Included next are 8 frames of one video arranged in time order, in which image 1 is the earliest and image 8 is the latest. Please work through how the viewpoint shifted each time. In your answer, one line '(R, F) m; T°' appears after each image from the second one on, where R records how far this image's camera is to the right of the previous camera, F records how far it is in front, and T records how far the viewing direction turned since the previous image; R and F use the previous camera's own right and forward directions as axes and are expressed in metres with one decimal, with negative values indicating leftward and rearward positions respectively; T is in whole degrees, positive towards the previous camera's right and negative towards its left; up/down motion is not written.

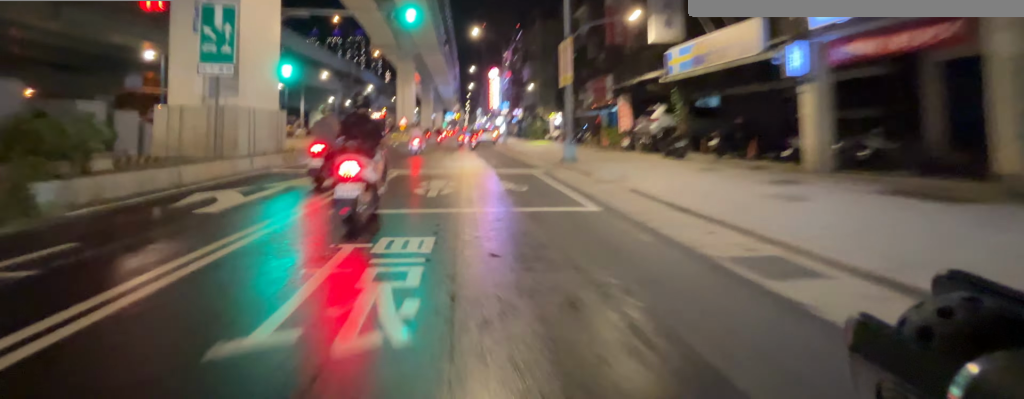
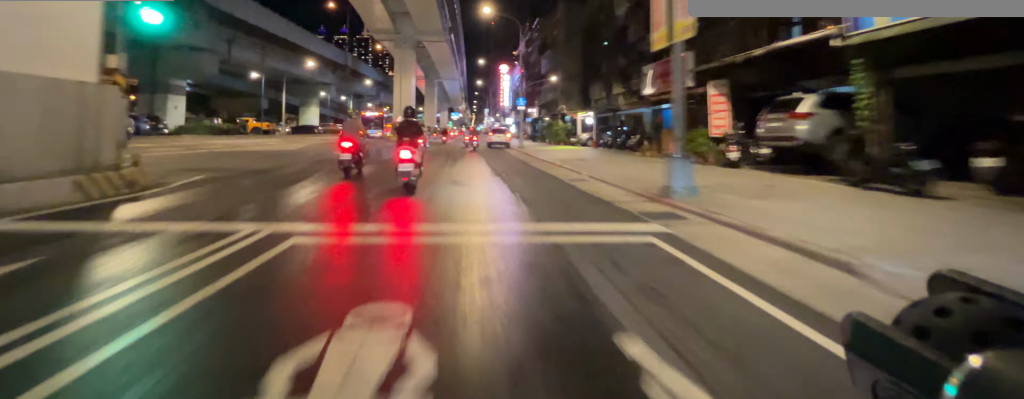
(+0.4, +9.4) m; +1°
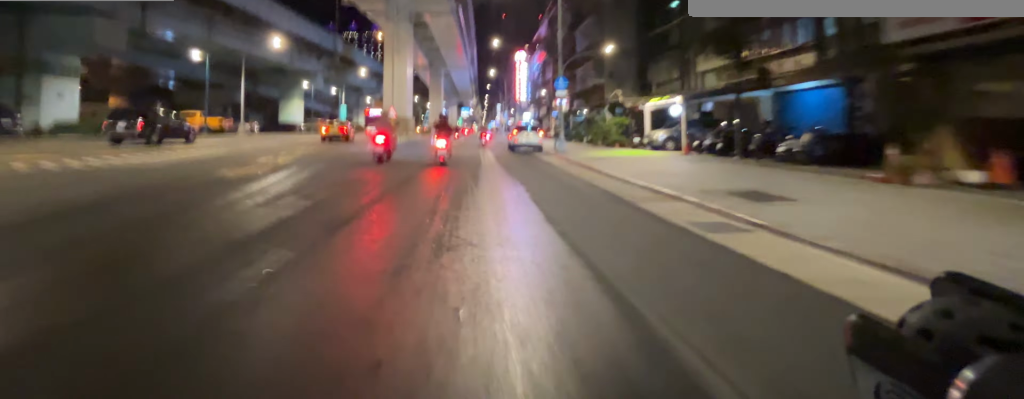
(-0.2, +13.7) m; -4°
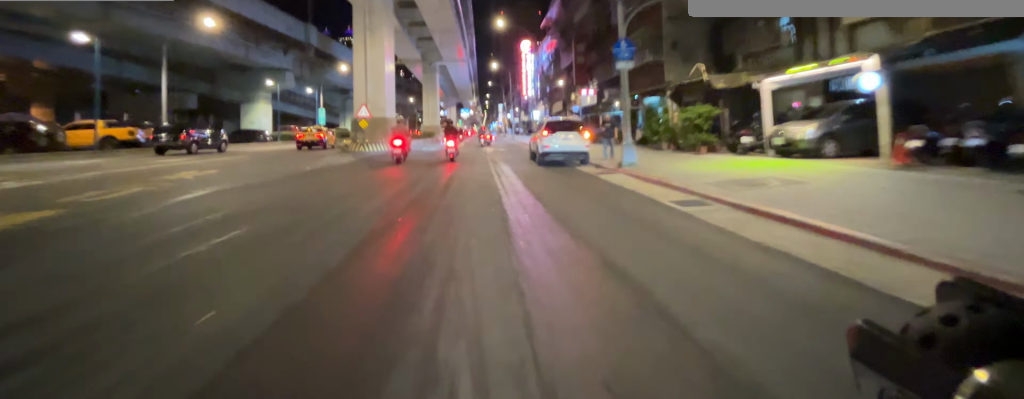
(-0.4, +10.9) m; -2°
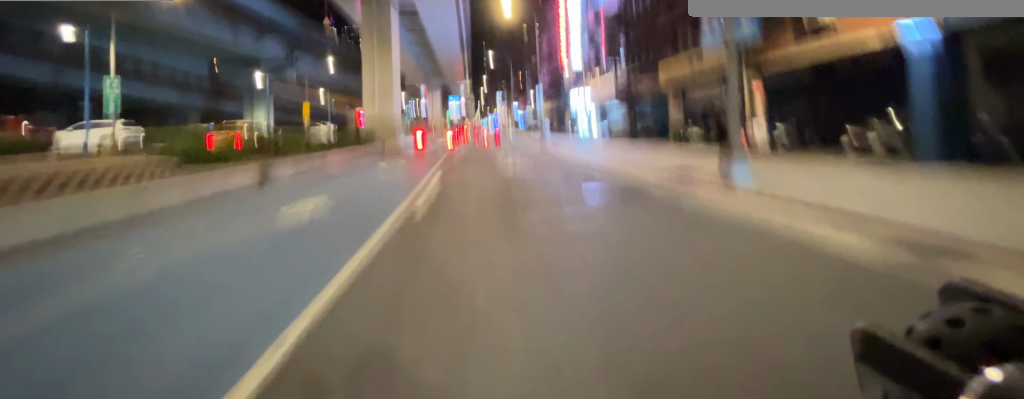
(+0.3, +32.6) m; +1°
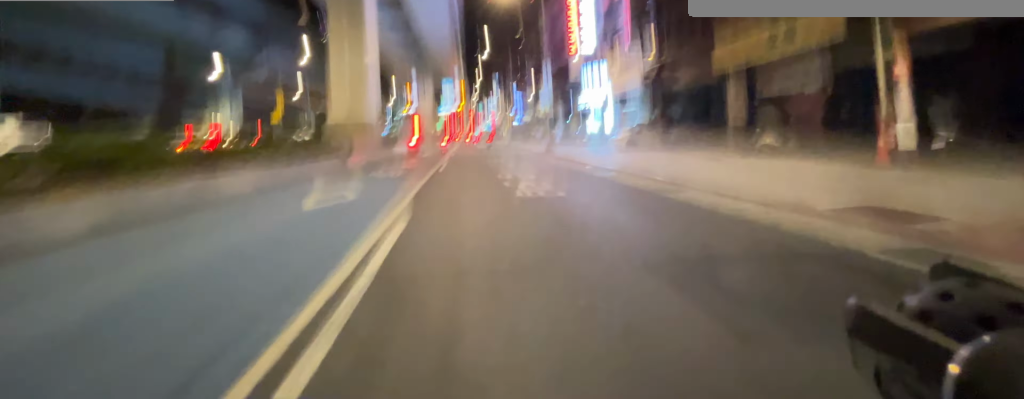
(0.0, +5.6) m; 0°
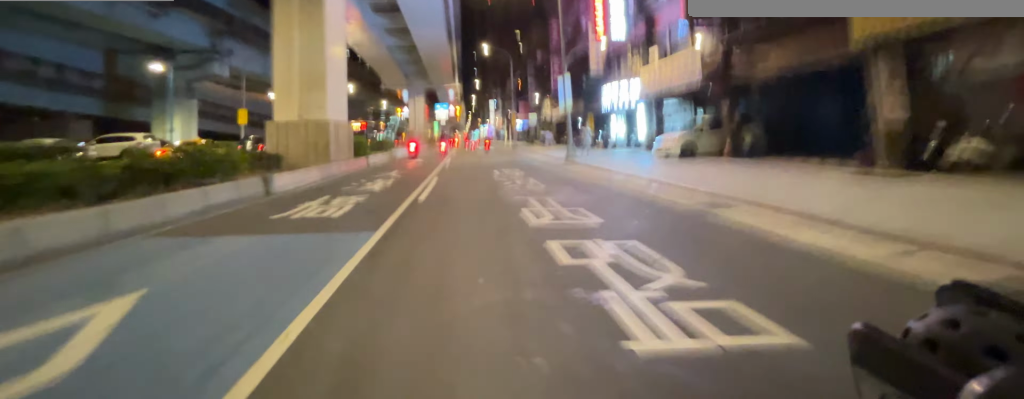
(0.0, +6.2) m; 0°
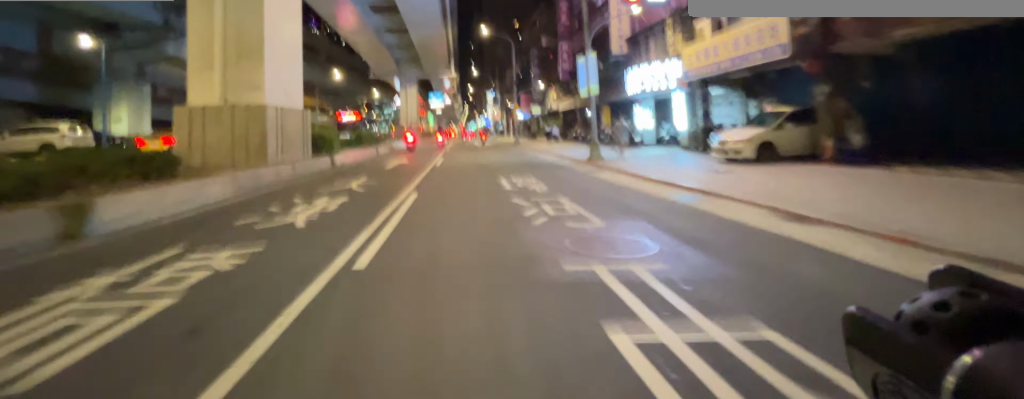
(0.0, +4.8) m; 0°
